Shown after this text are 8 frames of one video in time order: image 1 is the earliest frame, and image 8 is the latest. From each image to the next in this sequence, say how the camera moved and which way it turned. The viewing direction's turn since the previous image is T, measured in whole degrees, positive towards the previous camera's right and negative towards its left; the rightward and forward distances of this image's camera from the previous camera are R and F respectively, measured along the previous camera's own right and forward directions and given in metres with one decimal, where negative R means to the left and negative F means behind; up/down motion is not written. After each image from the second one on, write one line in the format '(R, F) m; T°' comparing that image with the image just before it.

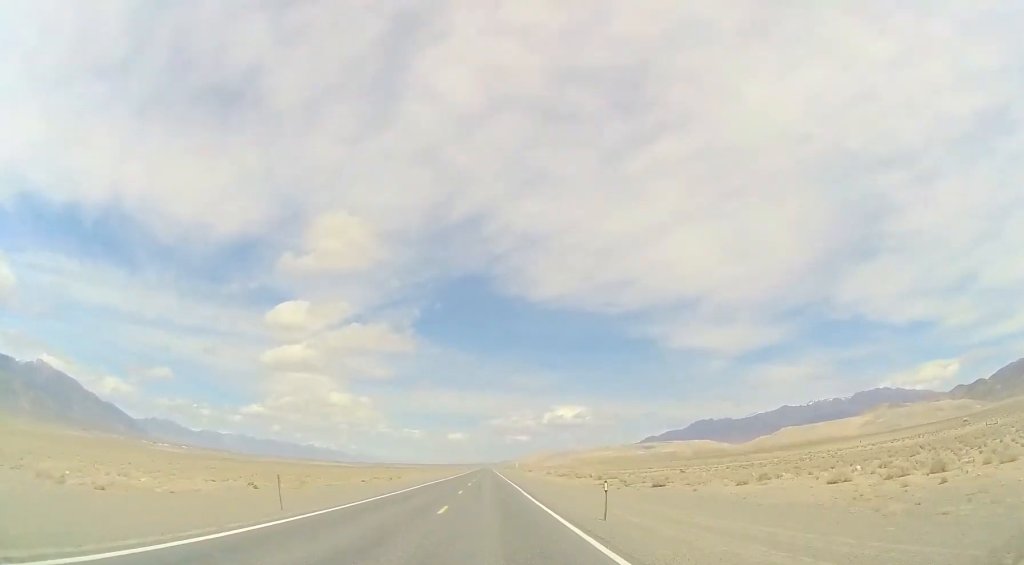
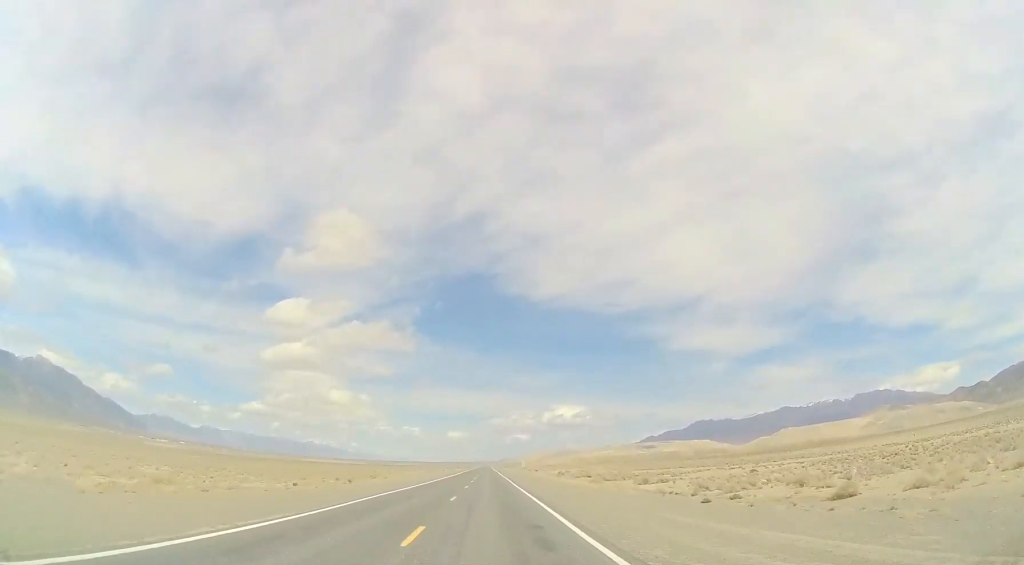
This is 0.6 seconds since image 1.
(0.0, +21.4) m; 0°
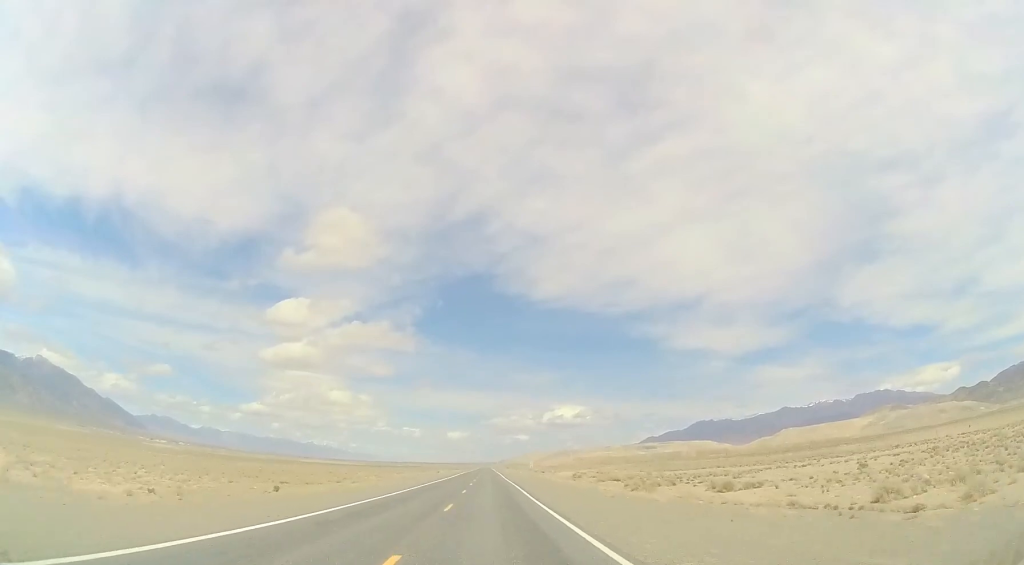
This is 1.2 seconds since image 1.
(+0.1, +17.9) m; 0°
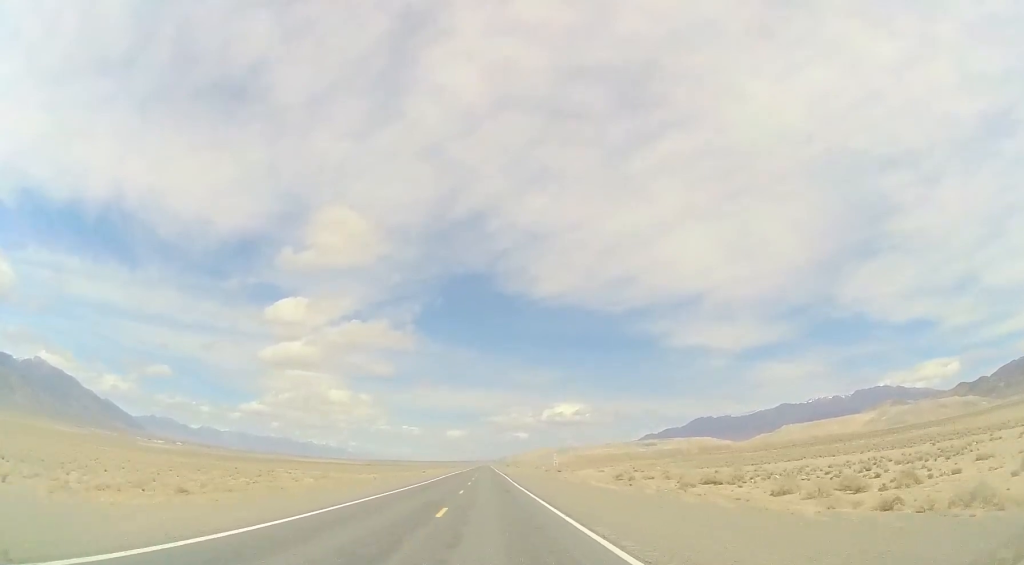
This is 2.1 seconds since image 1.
(-0.2, +30.3) m; 0°
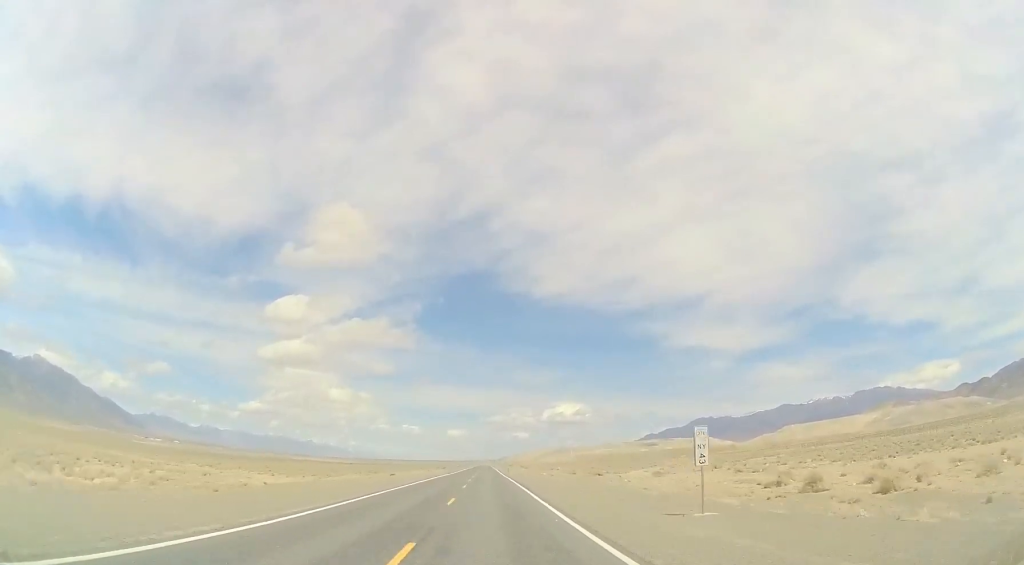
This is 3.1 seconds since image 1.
(+0.1, +36.0) m; 0°
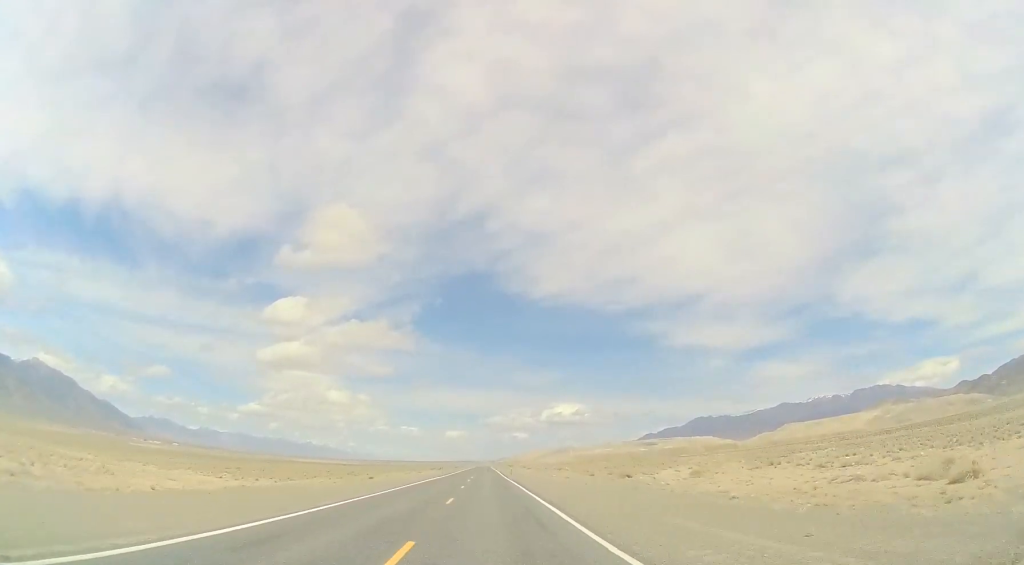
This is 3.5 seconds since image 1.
(+0.3, +13.6) m; 0°
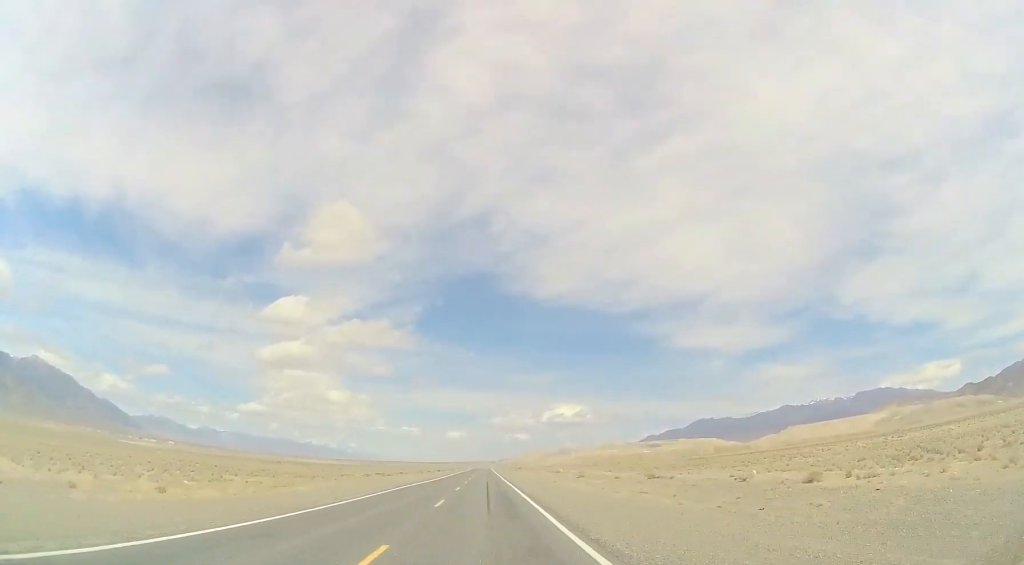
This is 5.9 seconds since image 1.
(0.0, +81.6) m; 0°
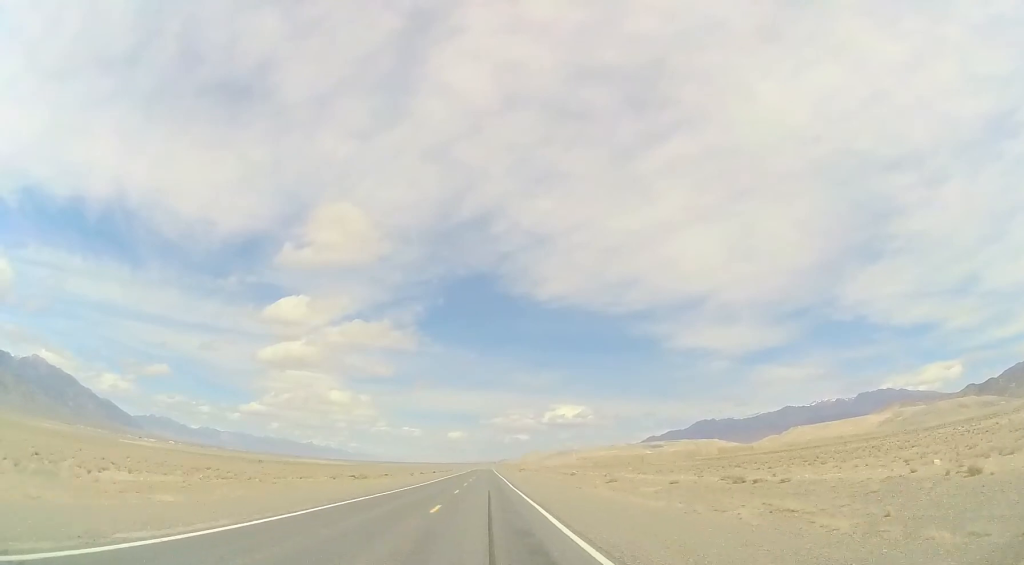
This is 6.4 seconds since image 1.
(-0.1, +16.0) m; 0°
